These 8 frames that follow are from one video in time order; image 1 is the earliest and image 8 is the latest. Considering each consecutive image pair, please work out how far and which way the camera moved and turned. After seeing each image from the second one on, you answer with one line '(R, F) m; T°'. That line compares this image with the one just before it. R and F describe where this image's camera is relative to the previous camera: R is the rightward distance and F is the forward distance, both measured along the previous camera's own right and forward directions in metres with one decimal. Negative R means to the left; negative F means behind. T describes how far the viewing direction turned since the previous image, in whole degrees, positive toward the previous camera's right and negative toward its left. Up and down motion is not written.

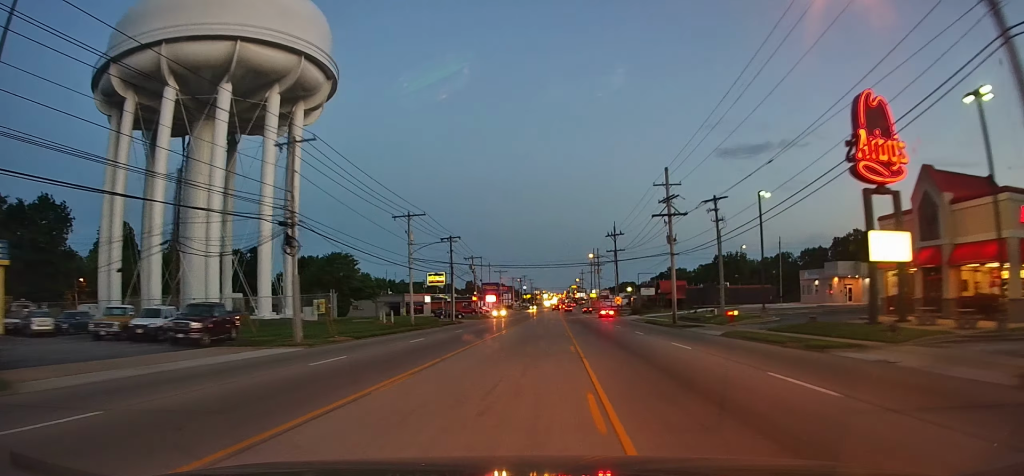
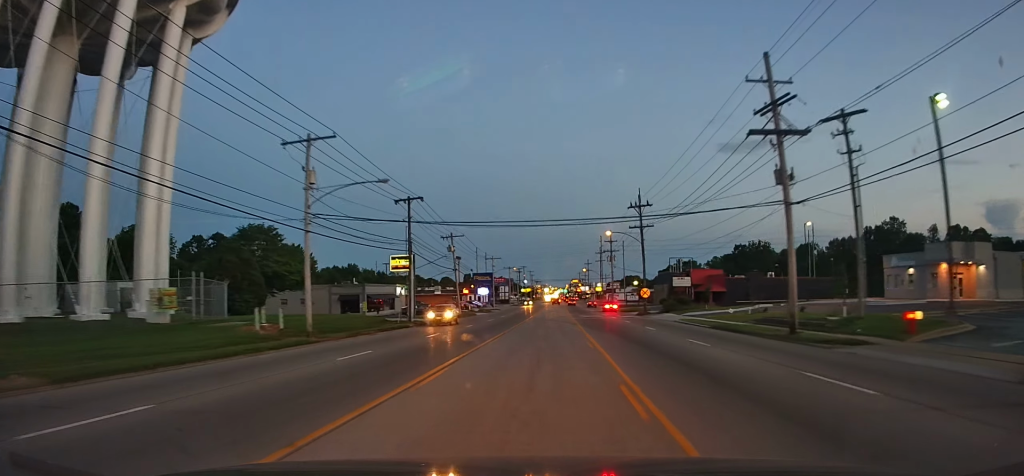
(+0.2, +24.7) m; +1°
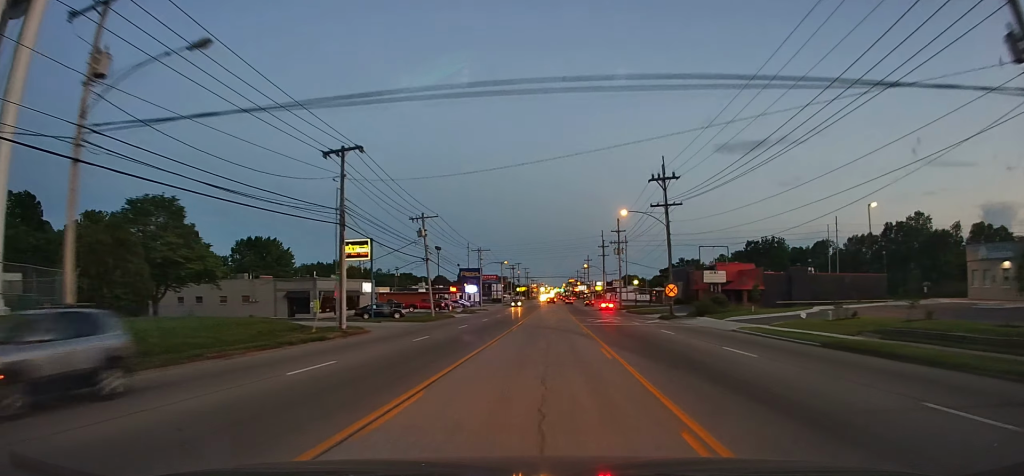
(+0.2, +17.3) m; +1°
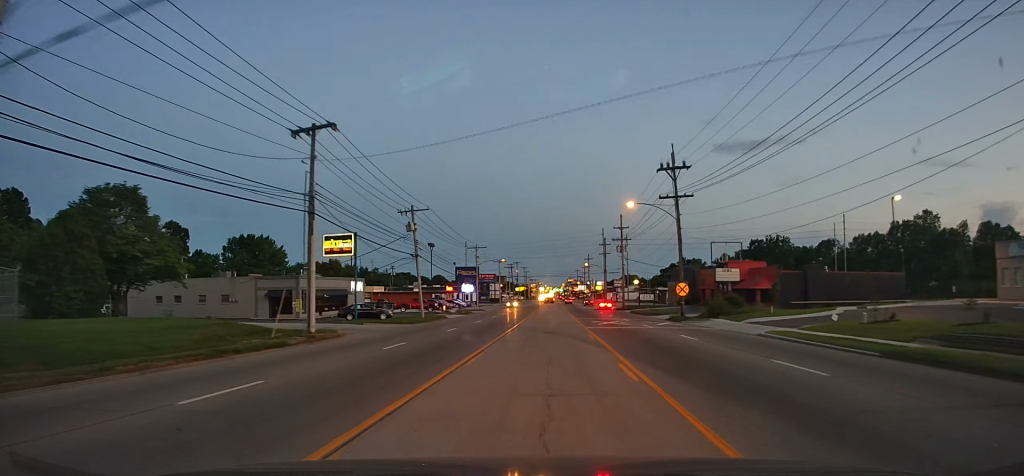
(0.0, +4.8) m; 0°
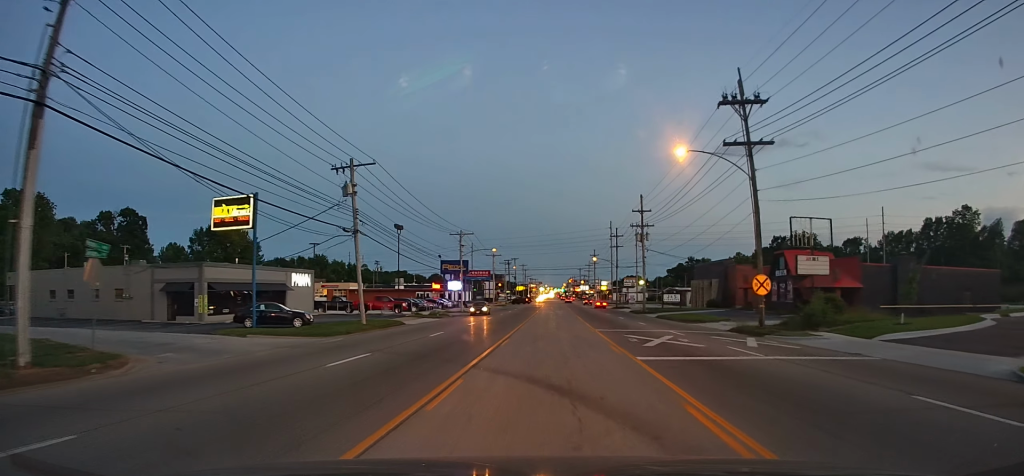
(-0.4, +20.6) m; -3°
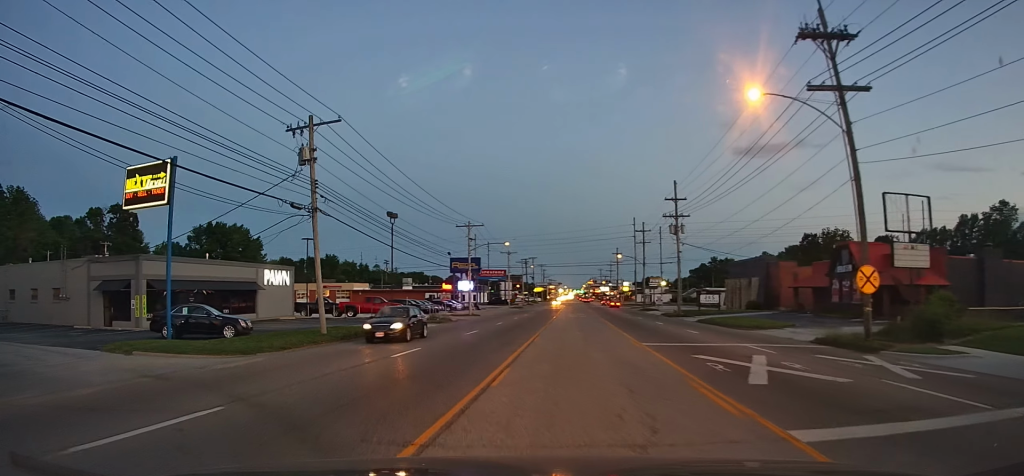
(-0.2, +11.9) m; -1°
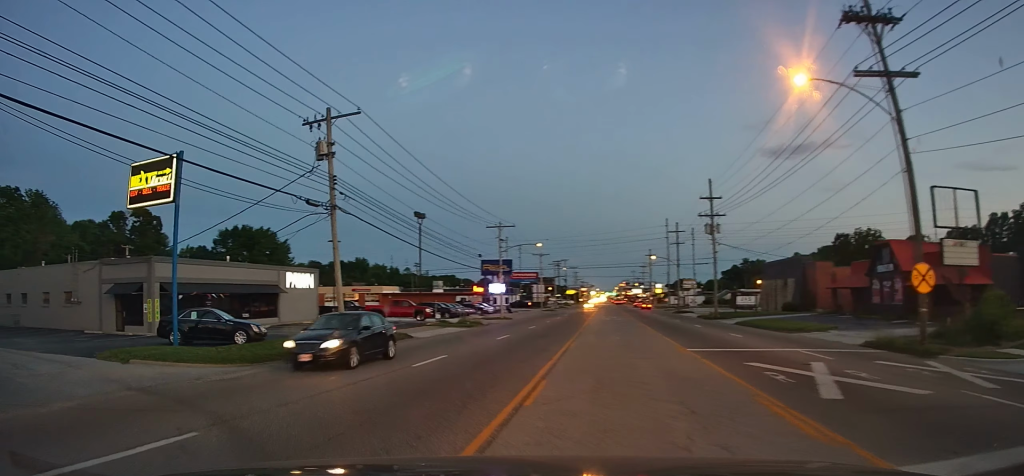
(0.0, +2.1) m; 0°
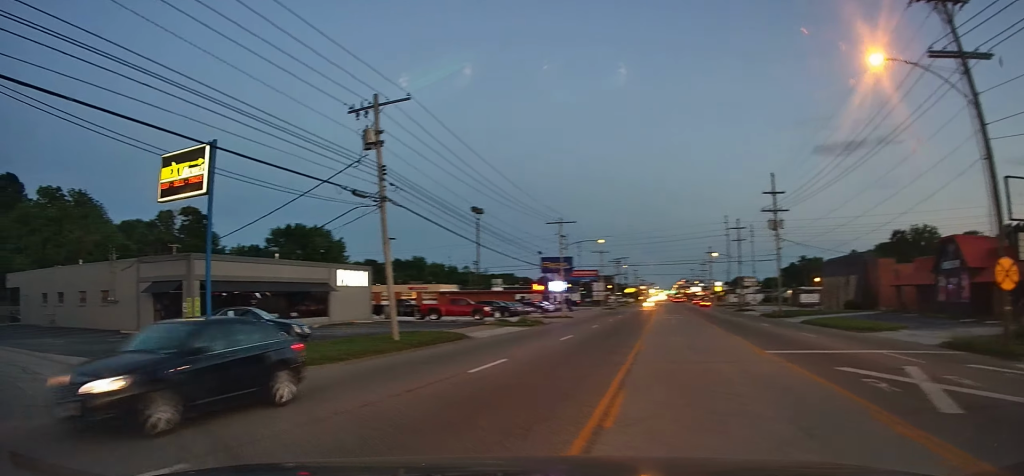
(0.0, +2.0) m; 0°
